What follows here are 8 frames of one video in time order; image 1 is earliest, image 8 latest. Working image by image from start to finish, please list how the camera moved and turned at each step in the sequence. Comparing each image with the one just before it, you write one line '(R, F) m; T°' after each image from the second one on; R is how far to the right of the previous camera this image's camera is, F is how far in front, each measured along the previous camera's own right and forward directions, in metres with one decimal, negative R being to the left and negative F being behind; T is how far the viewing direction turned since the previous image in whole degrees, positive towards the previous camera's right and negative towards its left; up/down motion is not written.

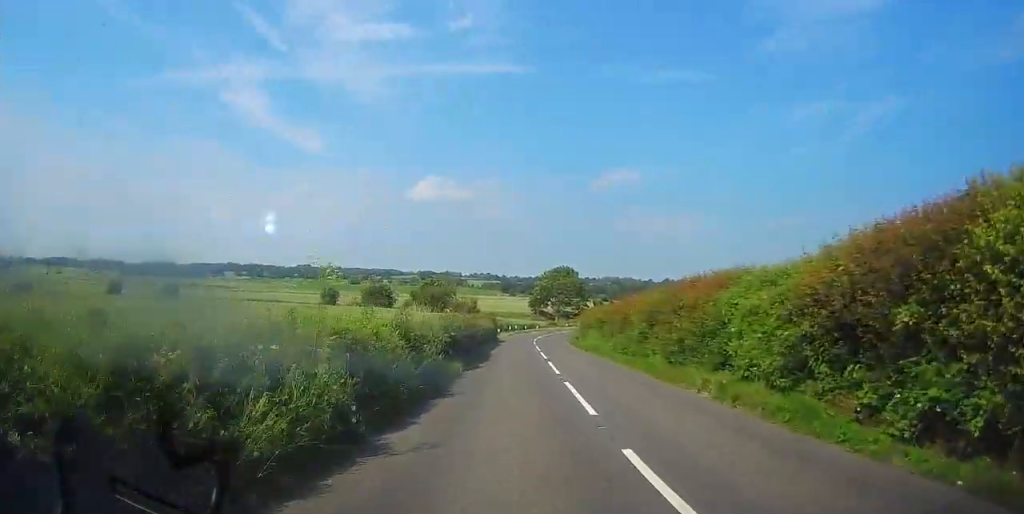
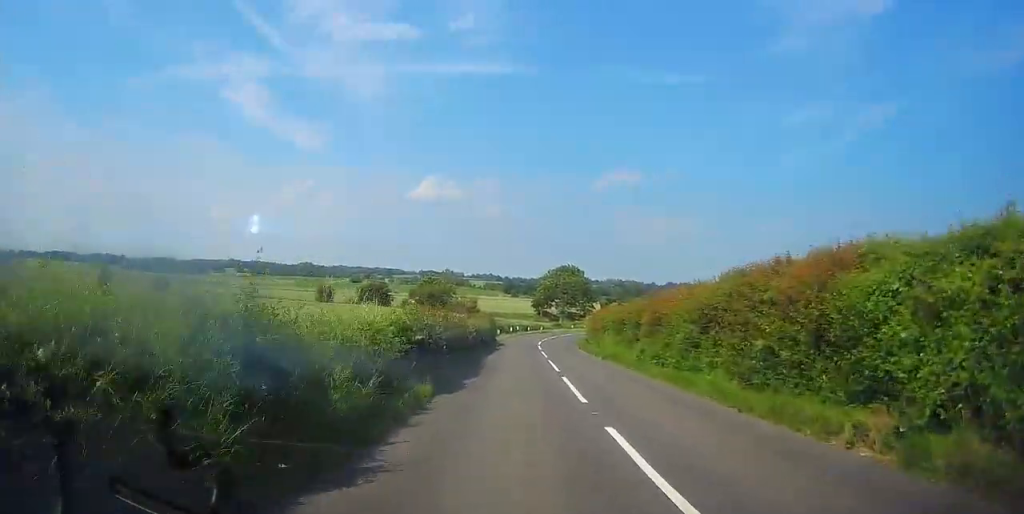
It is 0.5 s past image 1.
(+0.1, +7.1) m; 0°
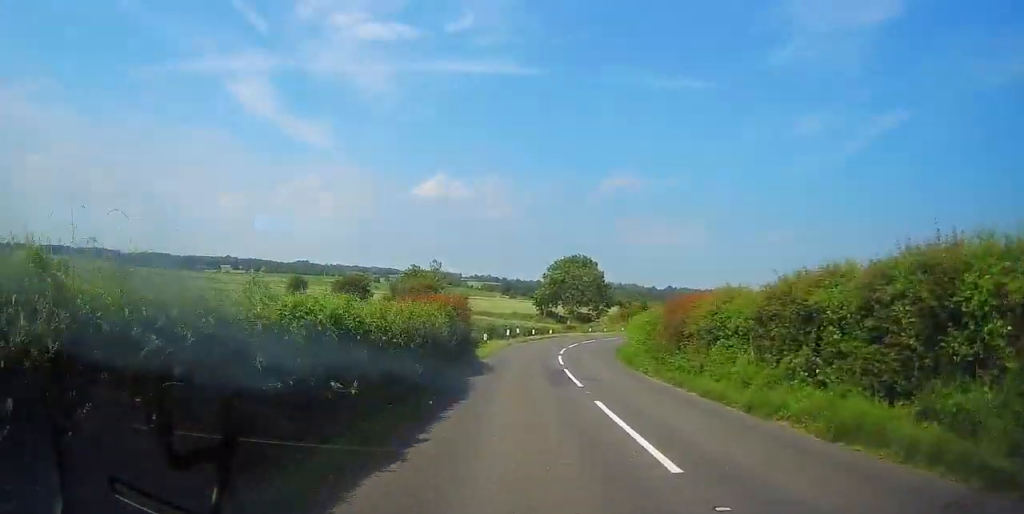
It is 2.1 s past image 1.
(+0.2, +23.7) m; +1°
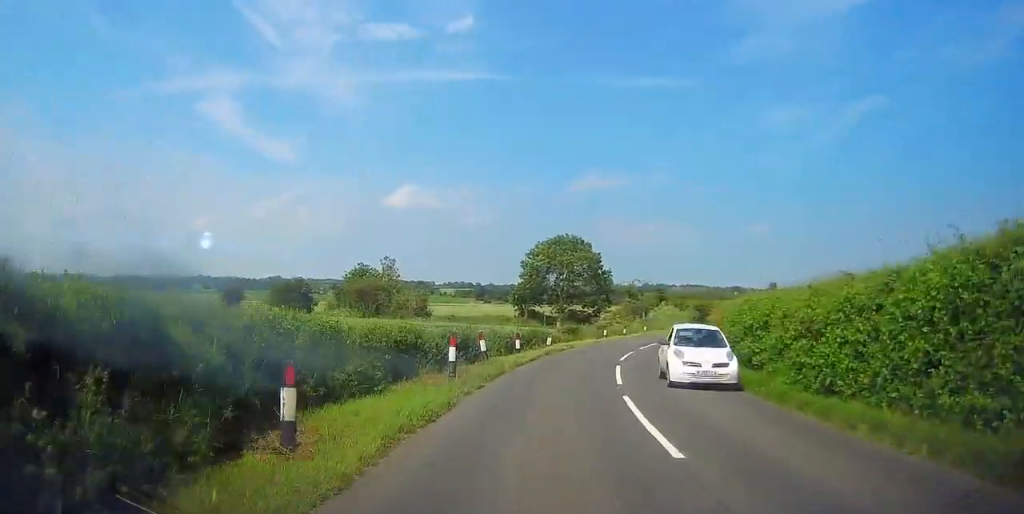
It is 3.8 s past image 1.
(+0.7, +26.2) m; +6°
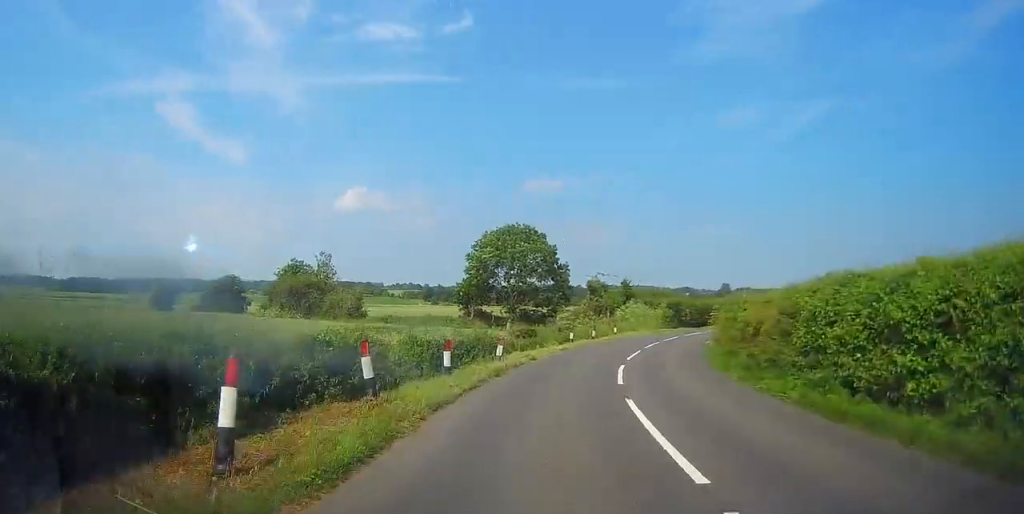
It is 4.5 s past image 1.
(+0.3, +10.2) m; +4°
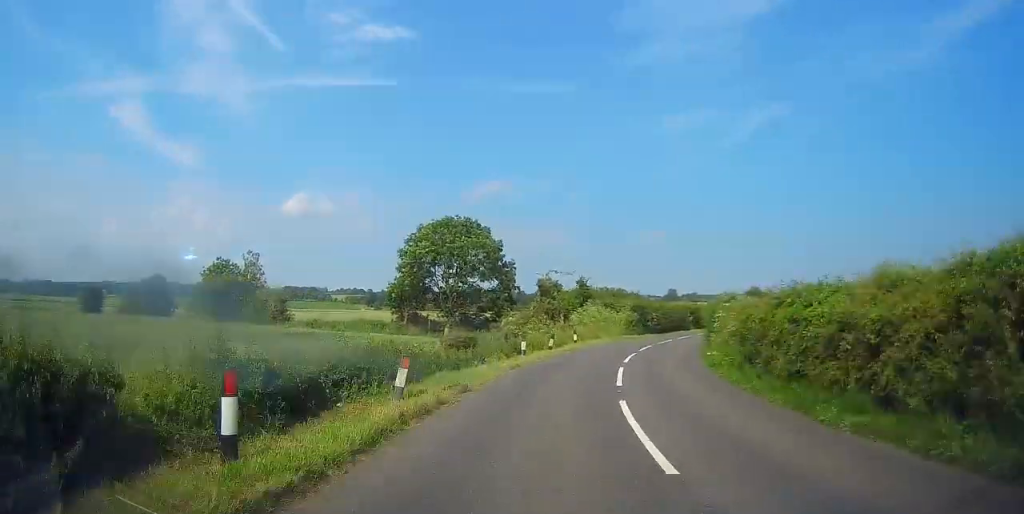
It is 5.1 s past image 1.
(+0.5, +8.7) m; +4°
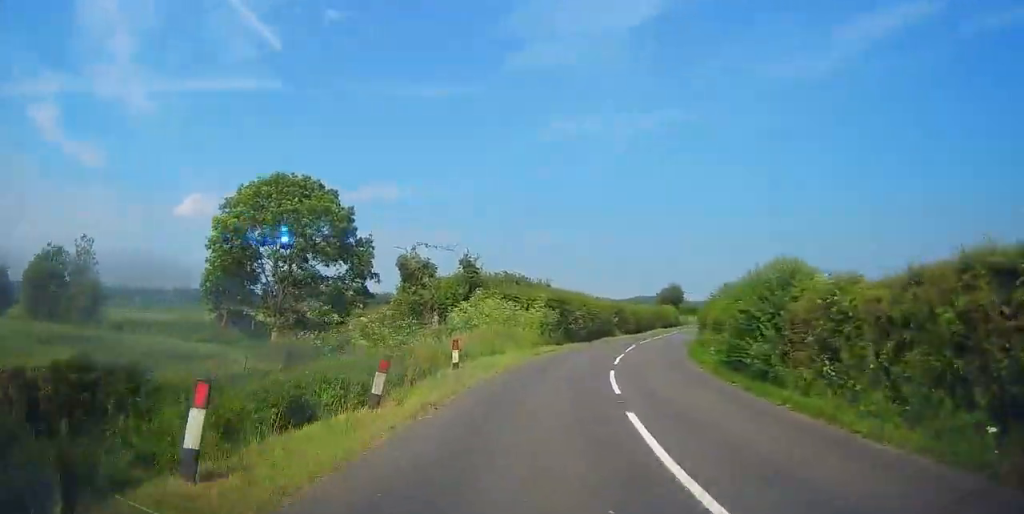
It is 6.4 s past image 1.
(+1.5, +19.8) m; +8°
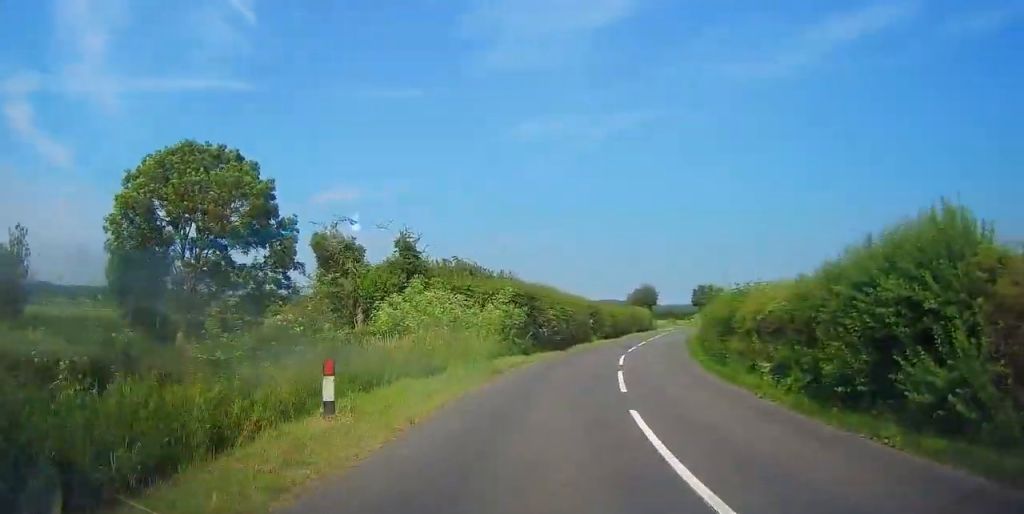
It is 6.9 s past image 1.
(+0.2, +8.7) m; +3°
